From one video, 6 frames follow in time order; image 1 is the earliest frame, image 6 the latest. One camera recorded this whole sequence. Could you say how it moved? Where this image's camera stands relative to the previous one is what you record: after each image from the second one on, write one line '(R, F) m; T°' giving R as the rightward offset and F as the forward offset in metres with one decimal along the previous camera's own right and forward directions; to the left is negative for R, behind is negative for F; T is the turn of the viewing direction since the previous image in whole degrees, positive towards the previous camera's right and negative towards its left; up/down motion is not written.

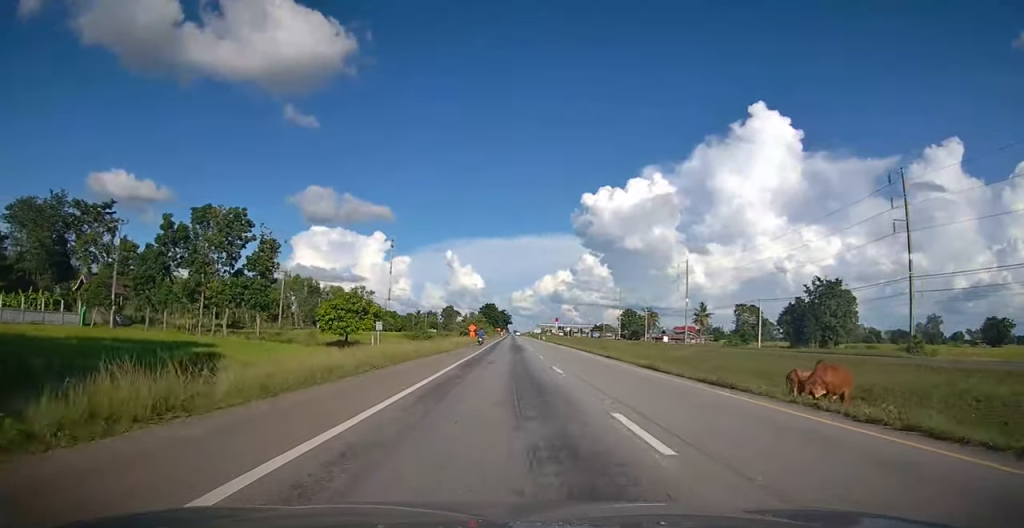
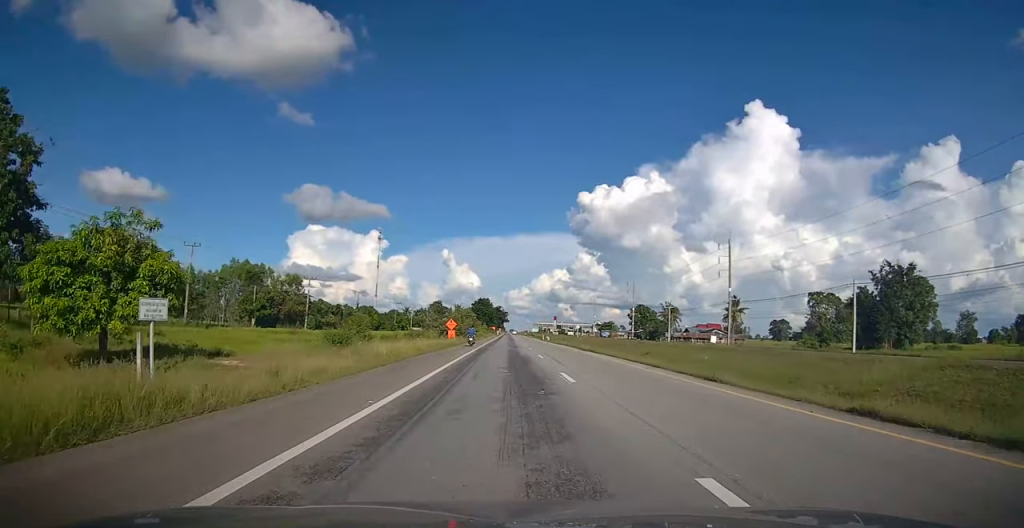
(0.0, +28.0) m; 0°
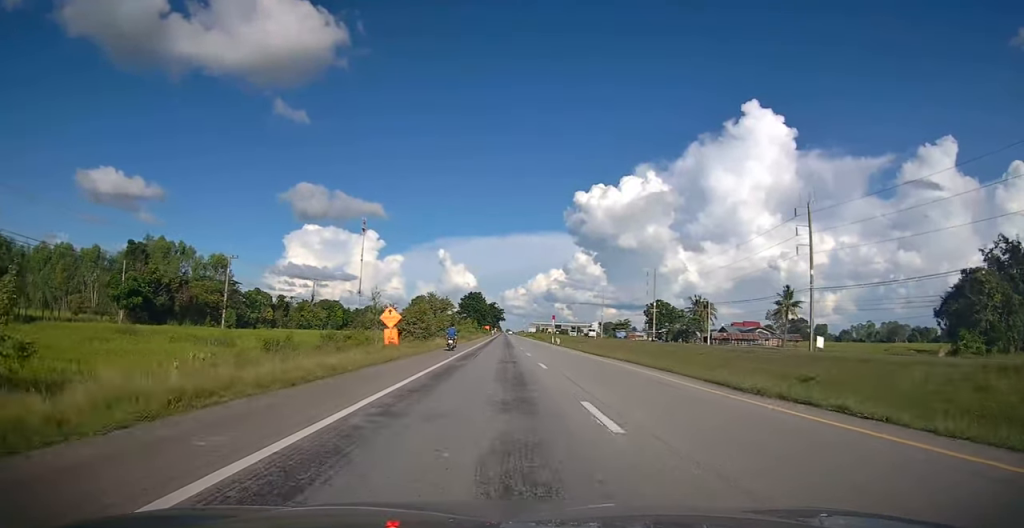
(-0.1, +30.8) m; -1°
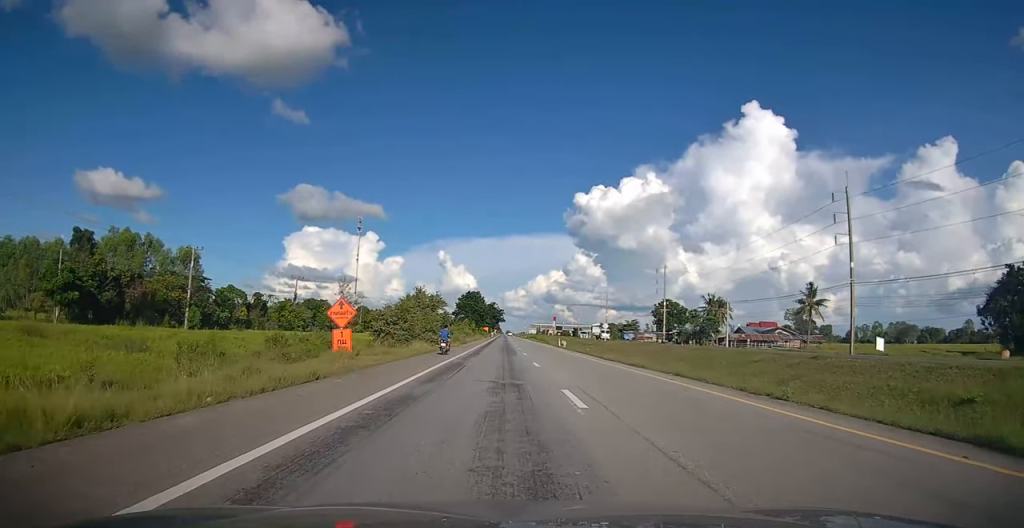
(0.0, +9.5) m; 0°
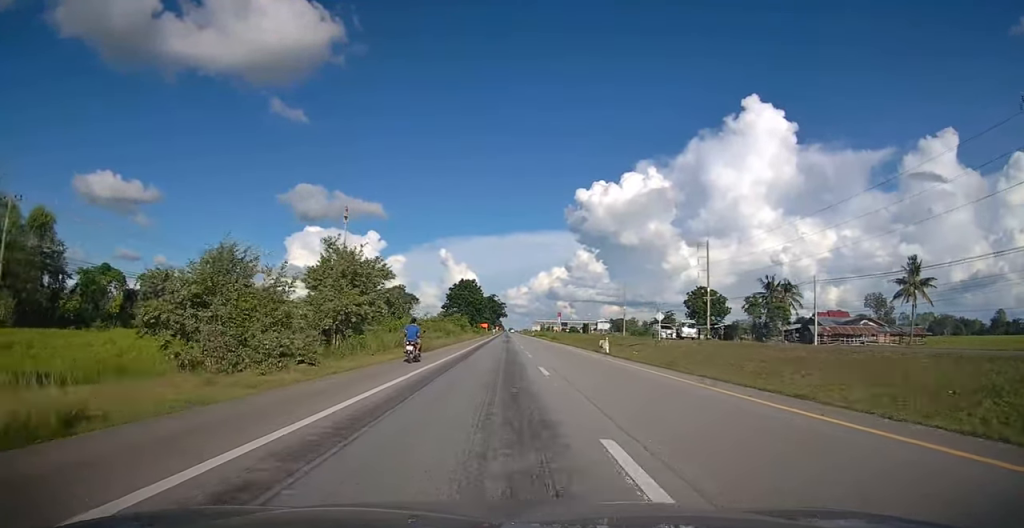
(+0.1, +29.7) m; 0°
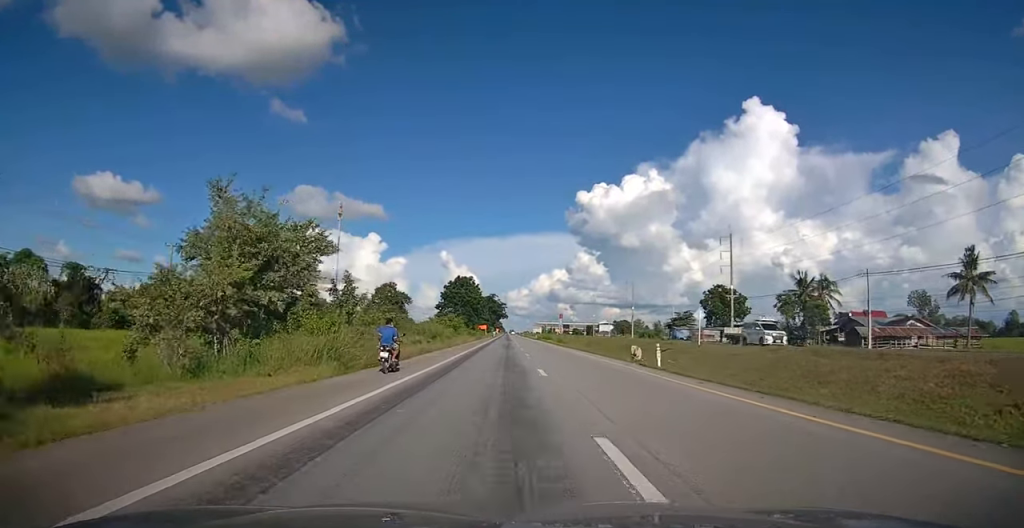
(0.0, +11.8) m; 0°
